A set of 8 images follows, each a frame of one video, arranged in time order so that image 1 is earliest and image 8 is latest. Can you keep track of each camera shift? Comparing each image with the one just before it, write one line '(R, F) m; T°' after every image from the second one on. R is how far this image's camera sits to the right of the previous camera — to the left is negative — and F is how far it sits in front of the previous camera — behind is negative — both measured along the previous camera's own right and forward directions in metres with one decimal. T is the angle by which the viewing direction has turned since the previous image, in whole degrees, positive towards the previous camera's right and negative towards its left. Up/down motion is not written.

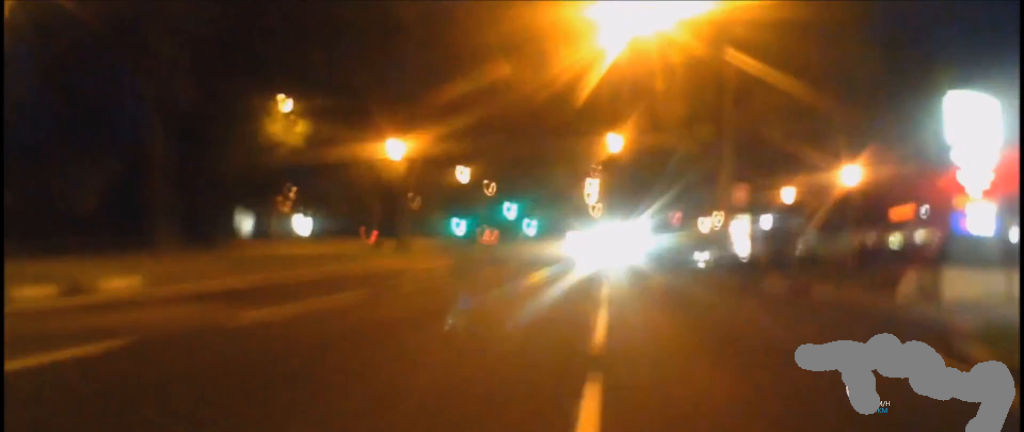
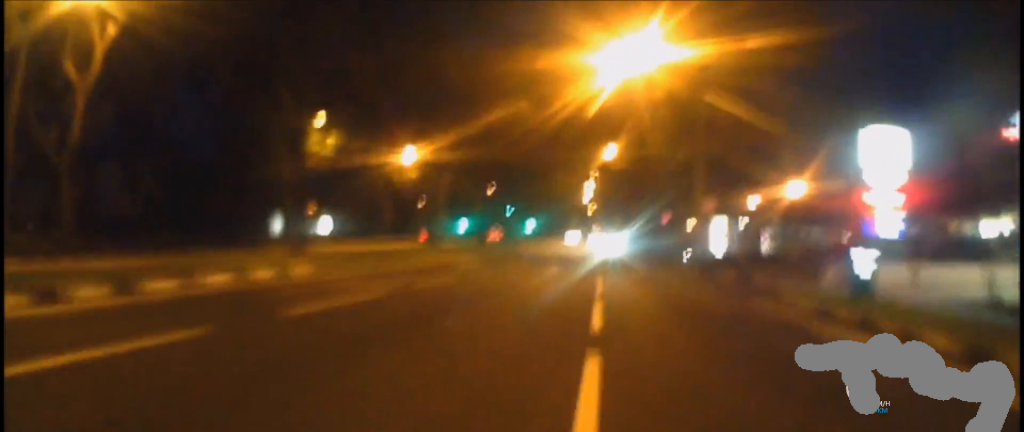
(0.0, +6.9) m; 0°
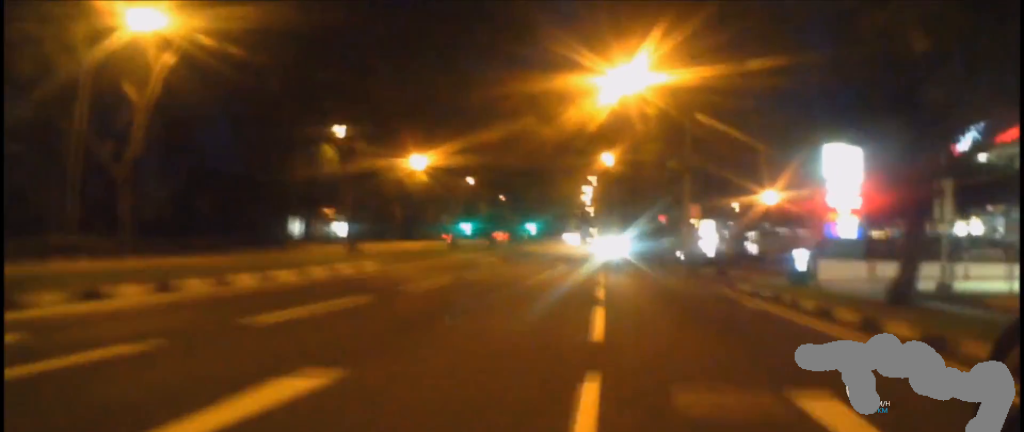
(0.0, +5.5) m; 0°
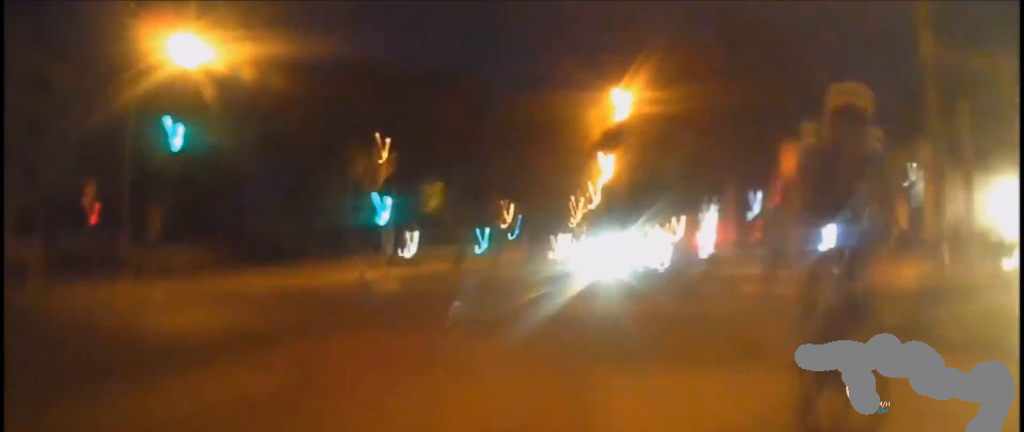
(0.0, +38.8) m; 0°
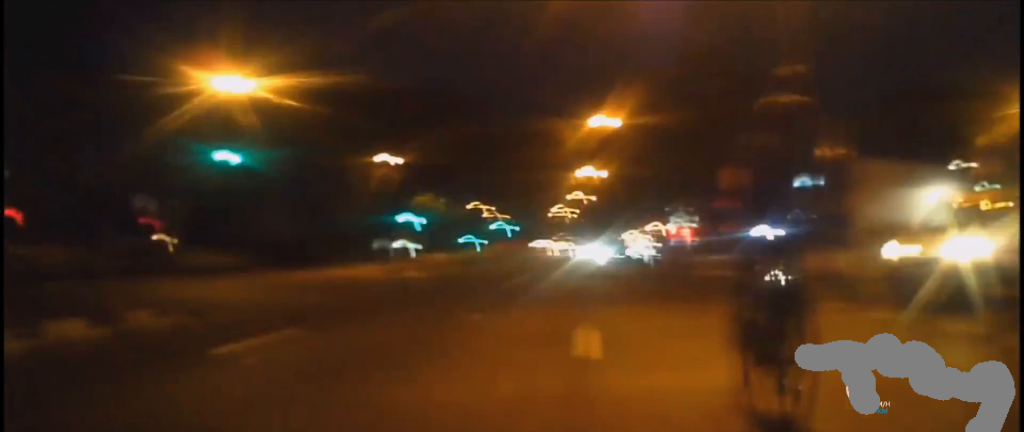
(0.0, +6.5) m; 0°
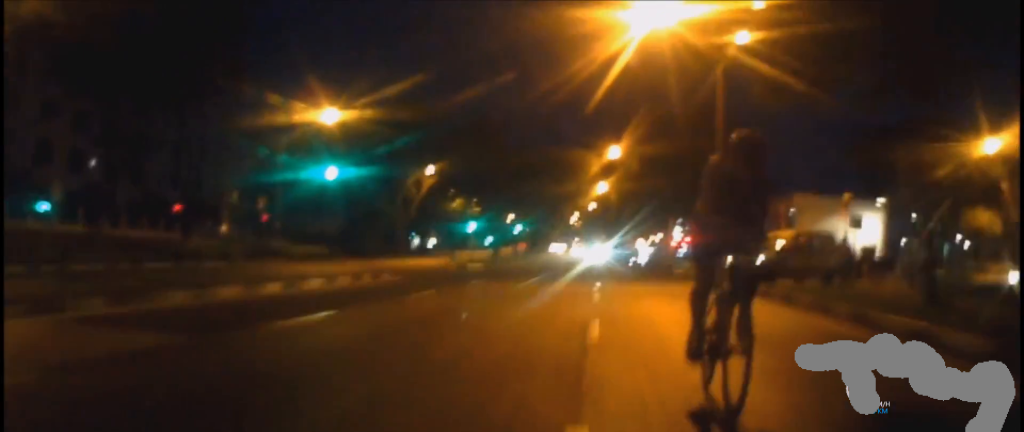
(0.0, +12.9) m; 0°
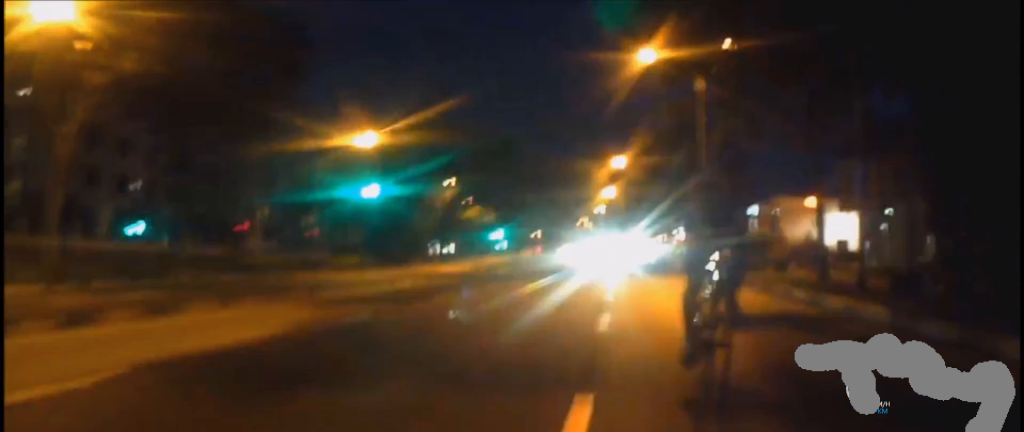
(0.0, +7.5) m; 0°
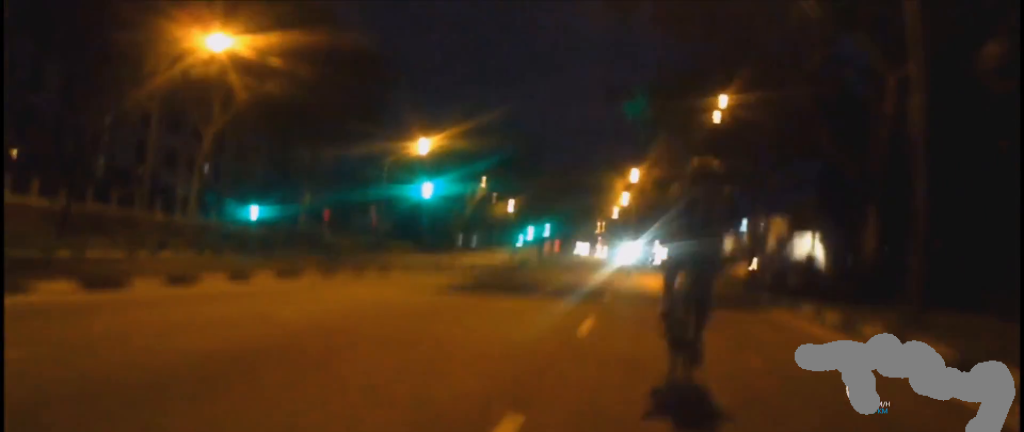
(0.0, +10.8) m; 0°
